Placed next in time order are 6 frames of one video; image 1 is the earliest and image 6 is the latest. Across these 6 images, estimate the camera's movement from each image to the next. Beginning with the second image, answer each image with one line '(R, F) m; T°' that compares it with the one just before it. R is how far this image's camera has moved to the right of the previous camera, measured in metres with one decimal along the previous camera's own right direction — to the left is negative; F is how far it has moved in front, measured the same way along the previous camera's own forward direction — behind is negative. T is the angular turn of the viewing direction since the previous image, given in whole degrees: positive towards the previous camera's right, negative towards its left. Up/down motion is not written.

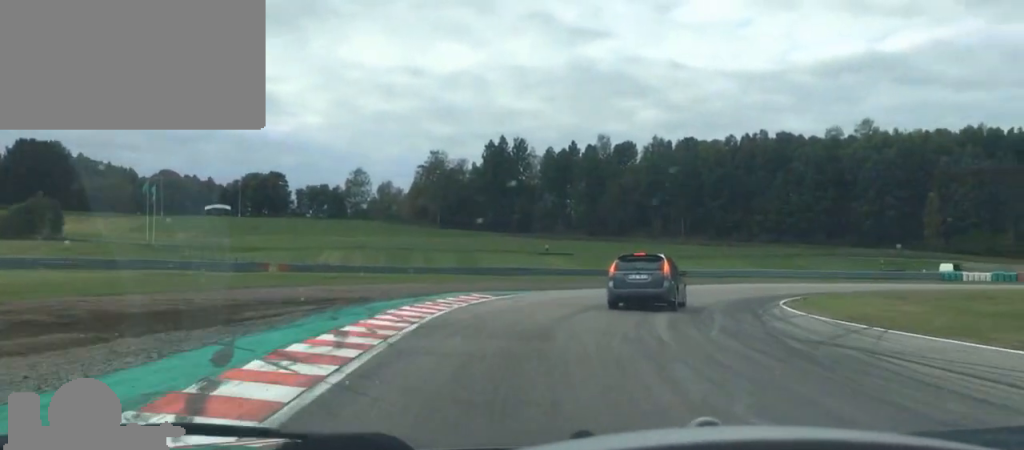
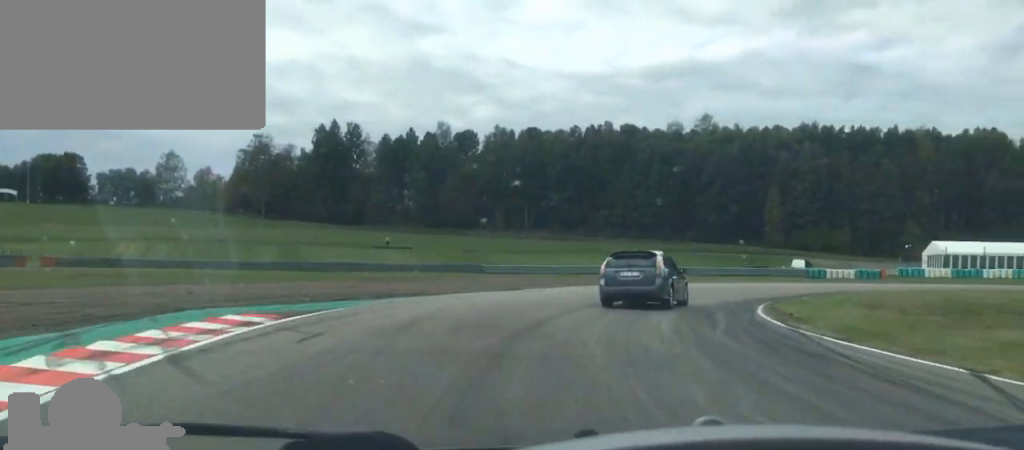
(+0.9, +14.4) m; +12°
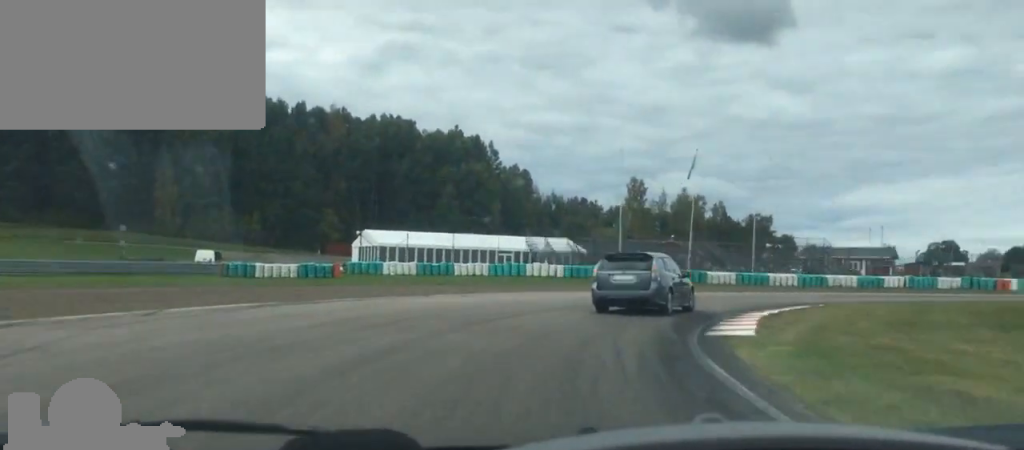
(+11.2, +38.3) m; +34°
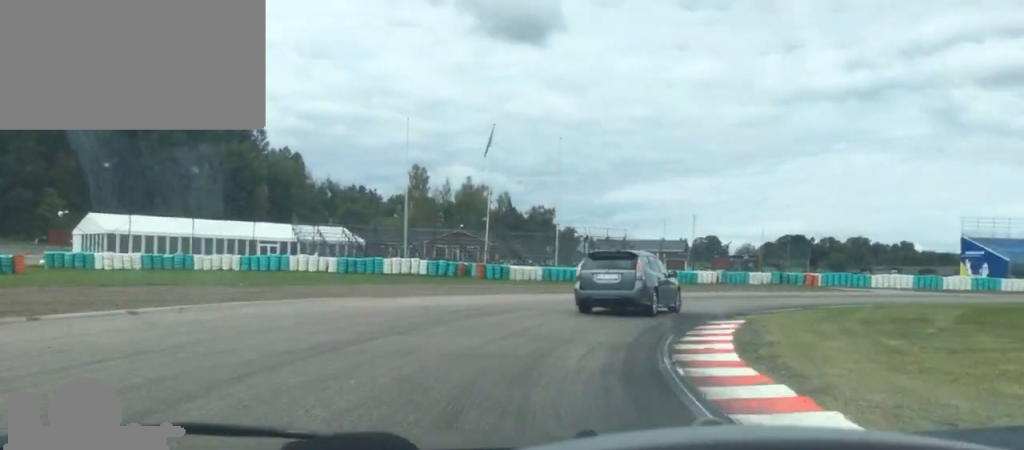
(+1.1, +12.4) m; +14°
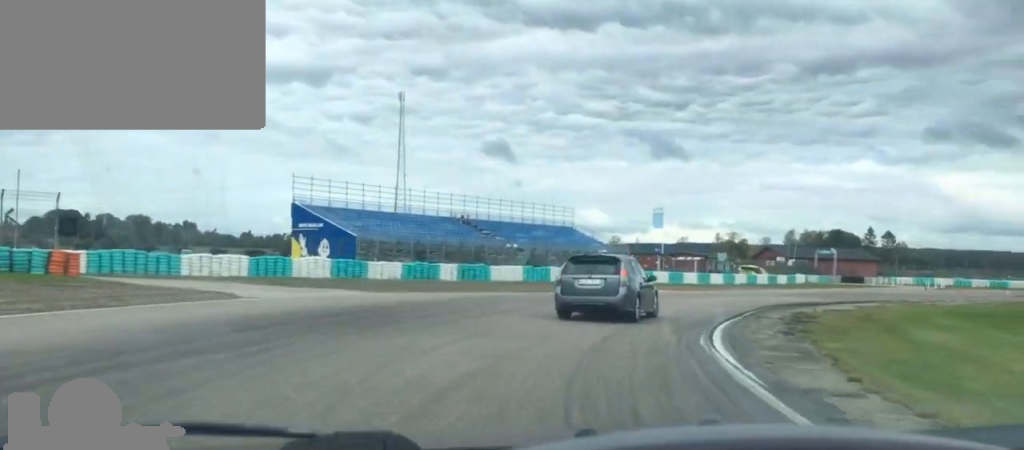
(+16.0, +38.0) m; +40°
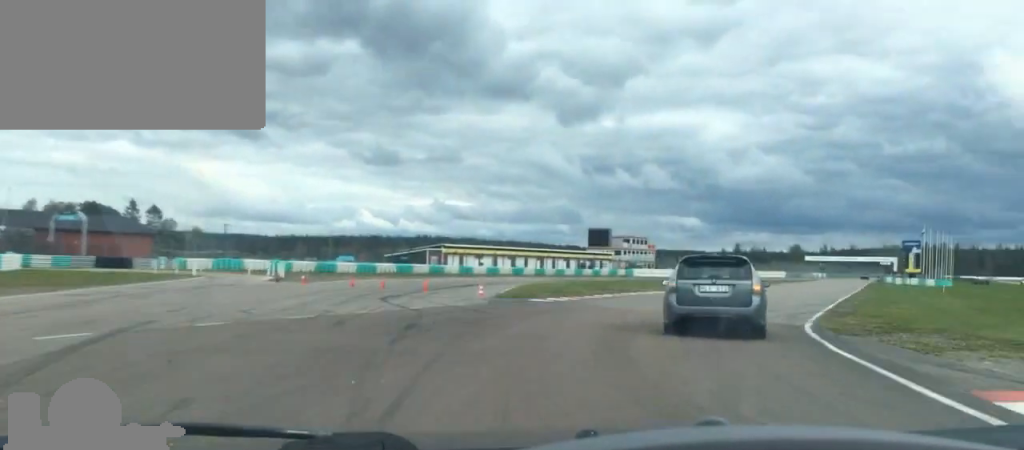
(+16.2, +54.3) m; +38°
